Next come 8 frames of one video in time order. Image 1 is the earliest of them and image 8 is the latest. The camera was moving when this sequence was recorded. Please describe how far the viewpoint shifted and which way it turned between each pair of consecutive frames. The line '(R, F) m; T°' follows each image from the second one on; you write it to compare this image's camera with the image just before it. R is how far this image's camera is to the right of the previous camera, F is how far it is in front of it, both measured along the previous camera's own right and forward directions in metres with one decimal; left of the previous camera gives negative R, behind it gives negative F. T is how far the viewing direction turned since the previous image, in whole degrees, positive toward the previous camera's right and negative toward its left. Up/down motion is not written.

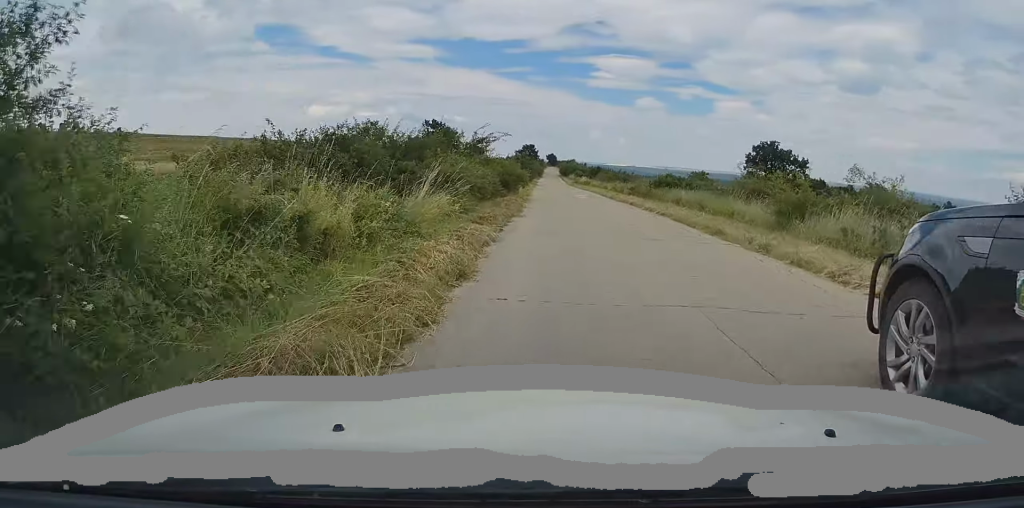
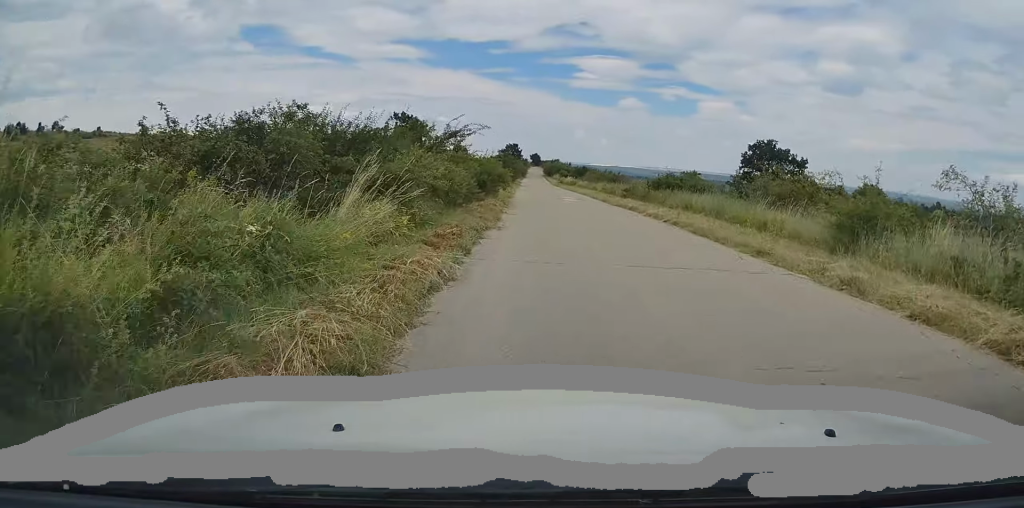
(0.0, +4.4) m; +1°
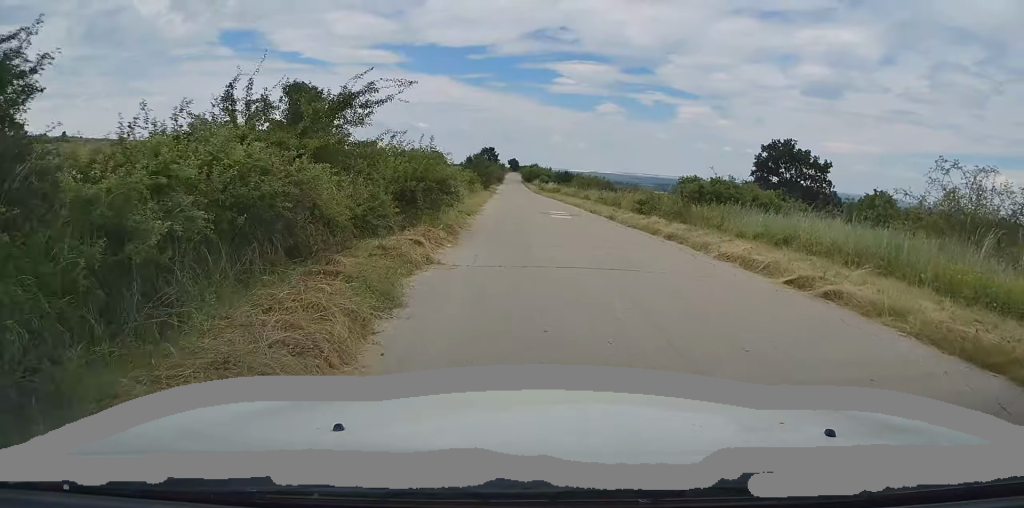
(+0.1, +11.5) m; +2°
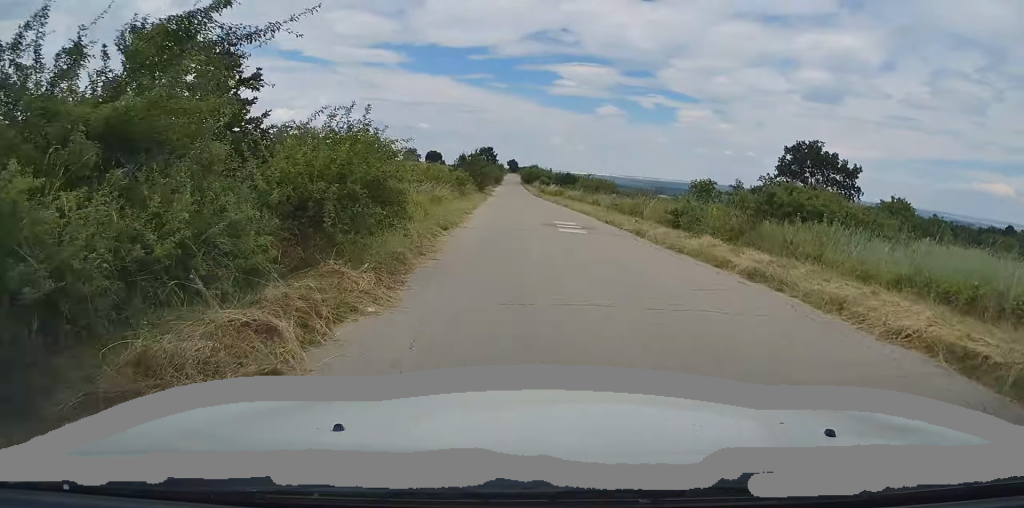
(+0.2, +6.1) m; +1°
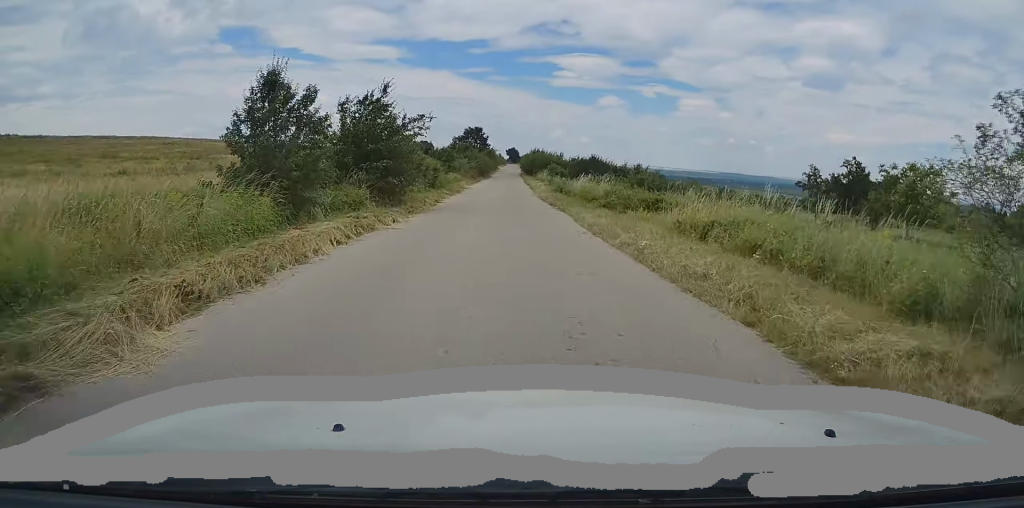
(+0.1, +39.1) m; -1°
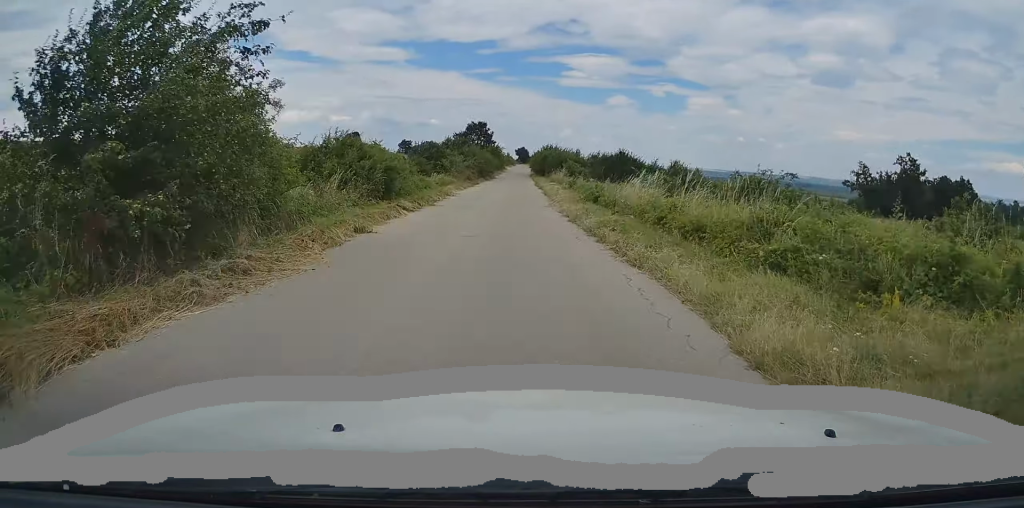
(-0.1, +13.5) m; -1°
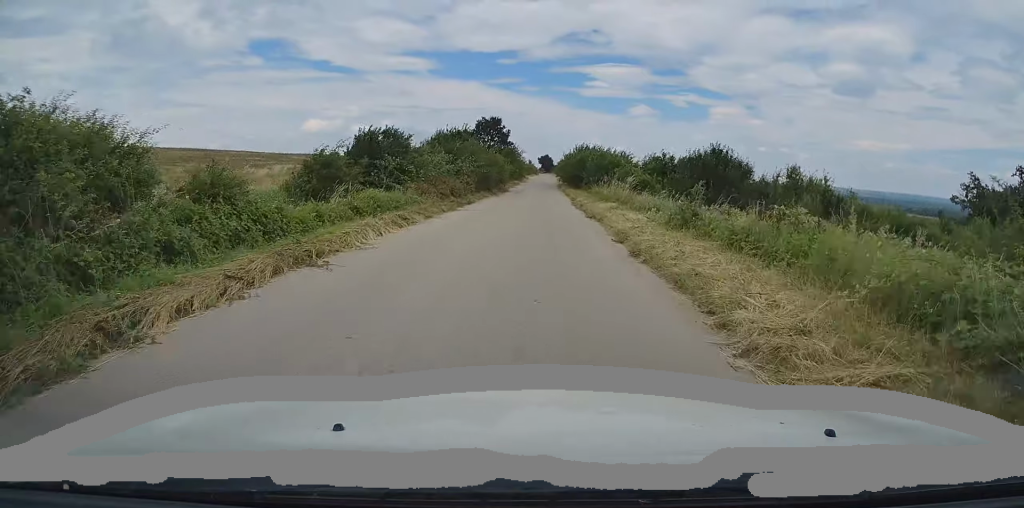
(-0.3, +21.9) m; -1°
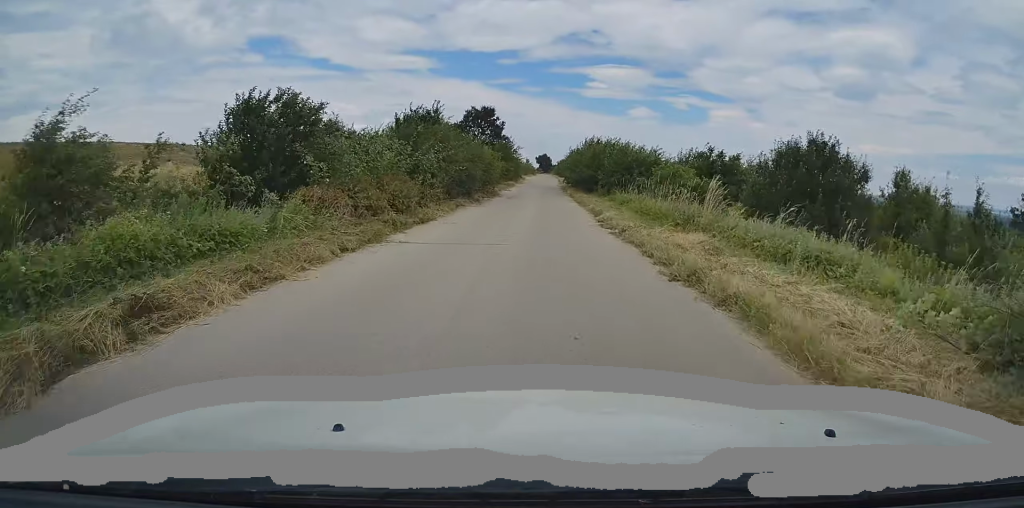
(0.0, +11.6) m; 0°
